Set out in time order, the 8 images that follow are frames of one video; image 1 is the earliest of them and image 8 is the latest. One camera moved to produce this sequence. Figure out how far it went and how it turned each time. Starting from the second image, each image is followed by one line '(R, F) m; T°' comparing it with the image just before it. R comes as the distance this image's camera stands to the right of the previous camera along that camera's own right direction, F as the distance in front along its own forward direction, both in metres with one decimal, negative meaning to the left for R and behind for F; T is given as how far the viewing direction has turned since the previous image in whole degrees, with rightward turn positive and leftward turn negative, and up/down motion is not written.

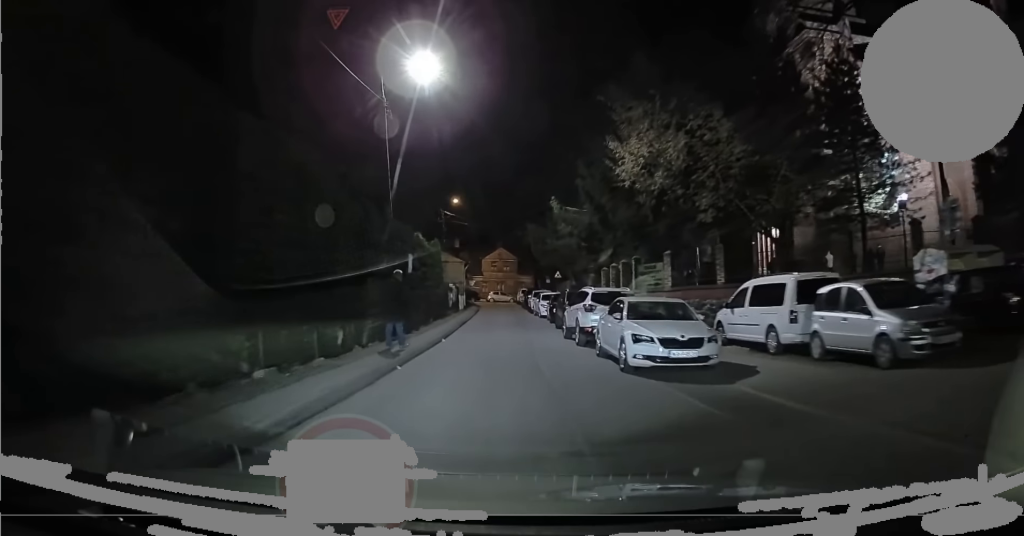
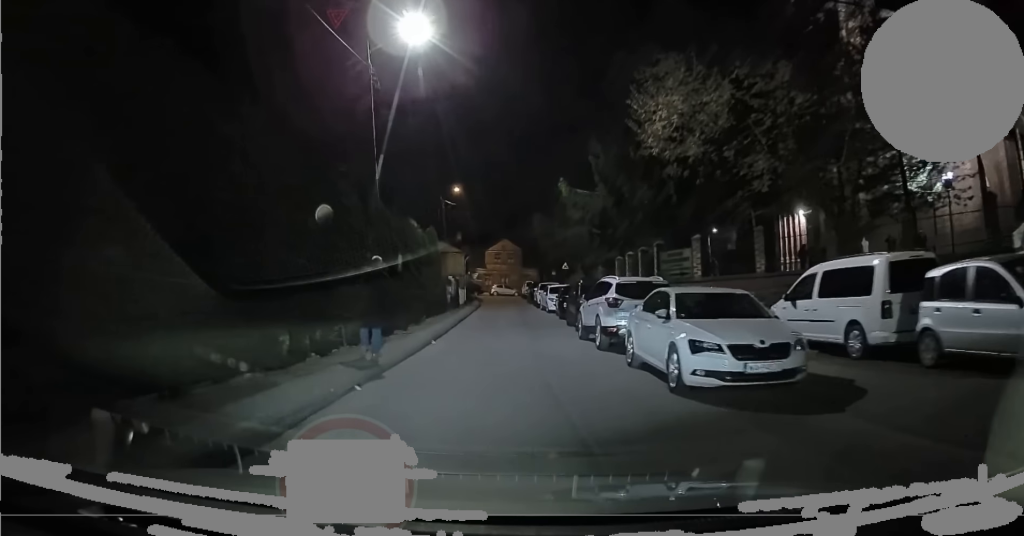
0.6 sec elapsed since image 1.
(0.0, +2.4) m; +1°
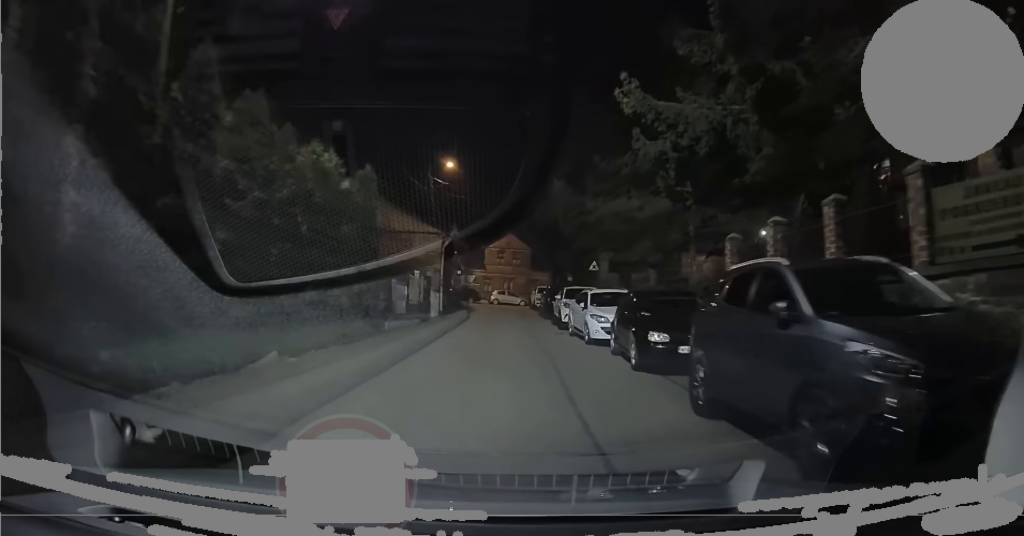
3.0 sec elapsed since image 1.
(+0.2, +11.6) m; +1°
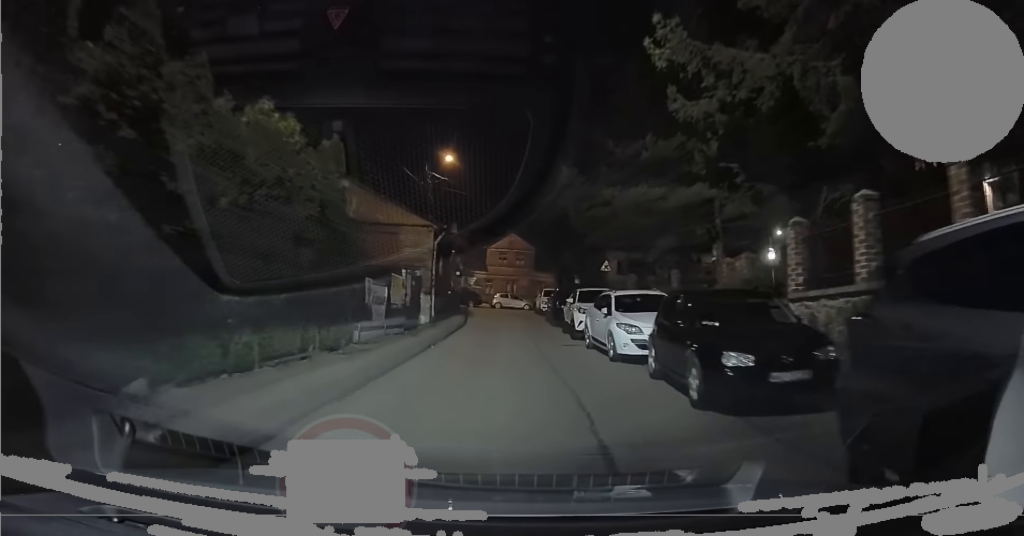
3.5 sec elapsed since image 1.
(0.0, +3.0) m; -1°
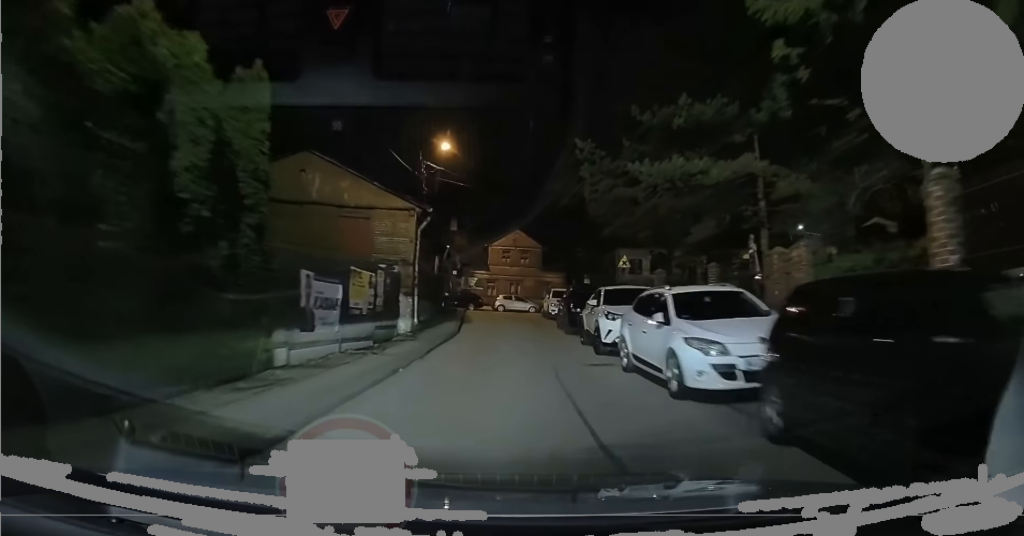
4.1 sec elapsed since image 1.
(-0.1, +4.1) m; -1°
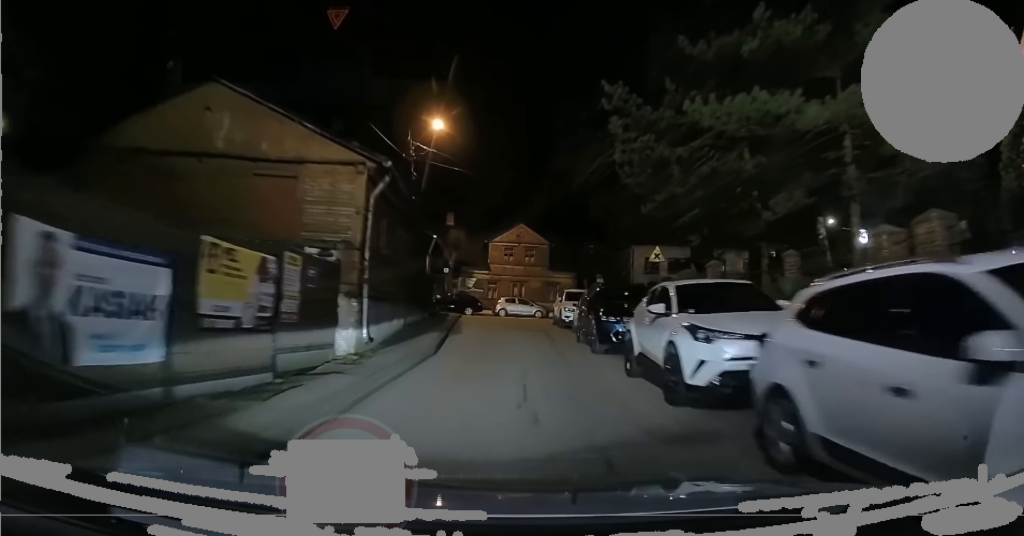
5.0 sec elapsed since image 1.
(-0.1, +5.7) m; -1°
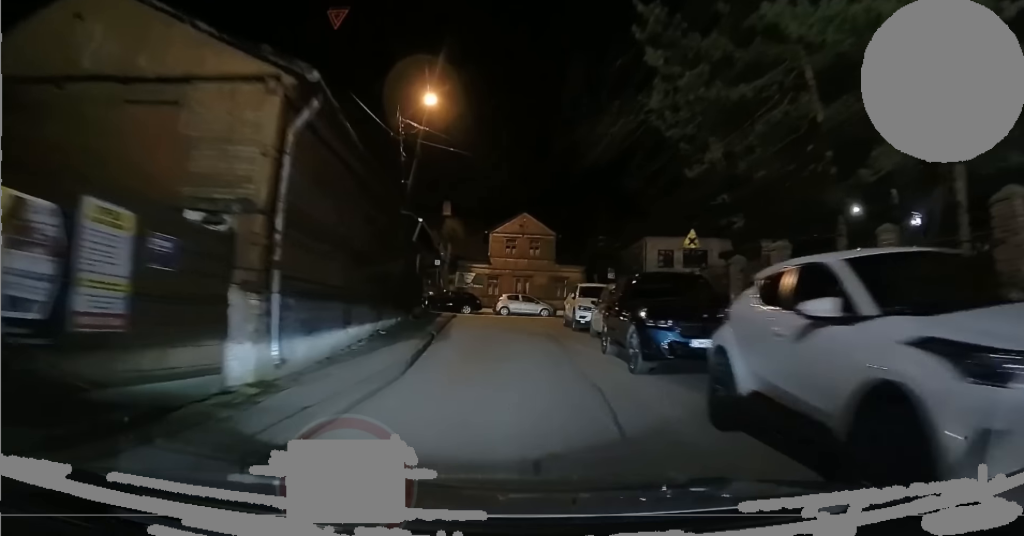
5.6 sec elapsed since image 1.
(0.0, +4.3) m; -1°
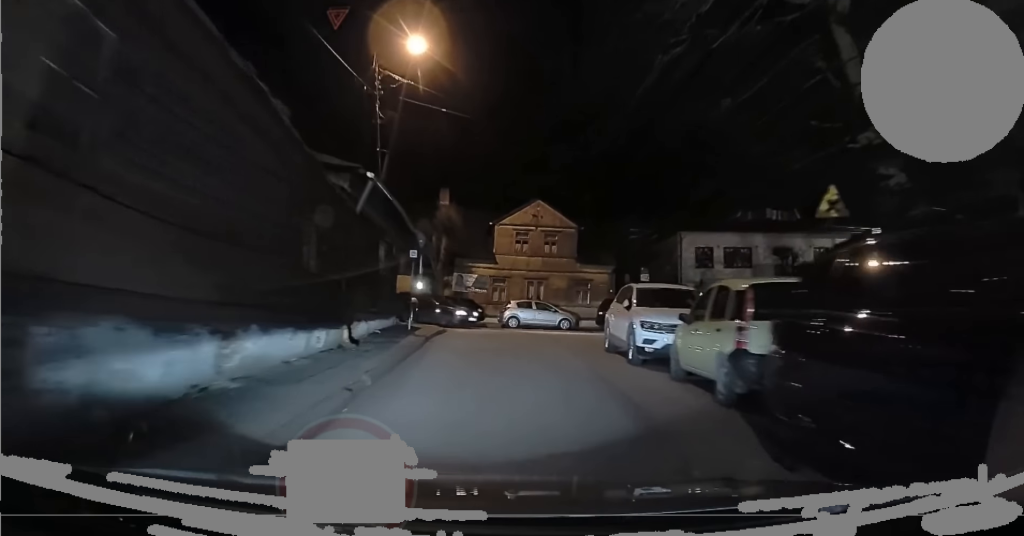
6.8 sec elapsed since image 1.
(-0.1, +8.3) m; -1°
